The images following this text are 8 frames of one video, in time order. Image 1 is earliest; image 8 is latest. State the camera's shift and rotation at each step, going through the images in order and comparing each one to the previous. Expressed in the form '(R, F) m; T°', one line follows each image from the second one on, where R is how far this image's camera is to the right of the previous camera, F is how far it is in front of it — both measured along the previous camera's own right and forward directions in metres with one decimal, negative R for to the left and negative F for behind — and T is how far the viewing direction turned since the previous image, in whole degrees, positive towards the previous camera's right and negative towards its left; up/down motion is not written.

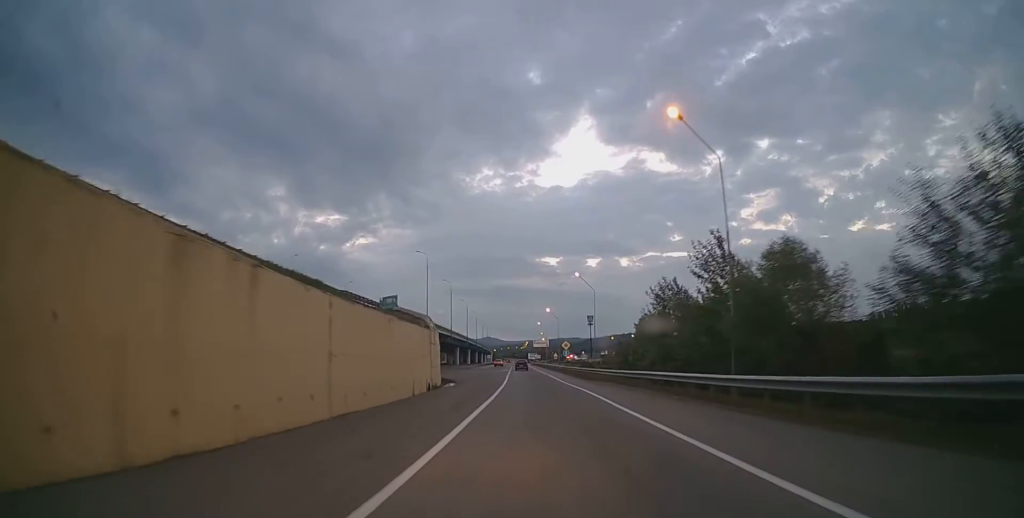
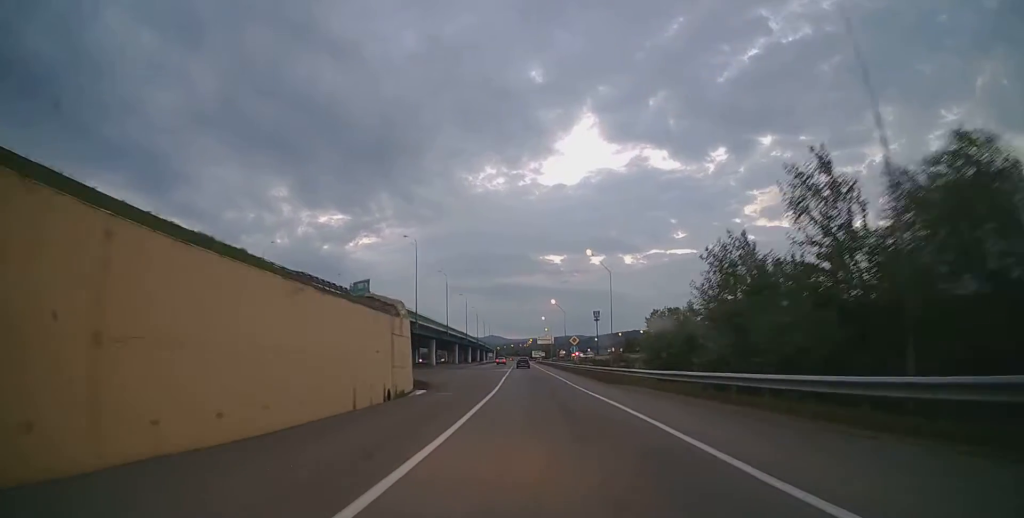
(0.0, +10.5) m; -1°
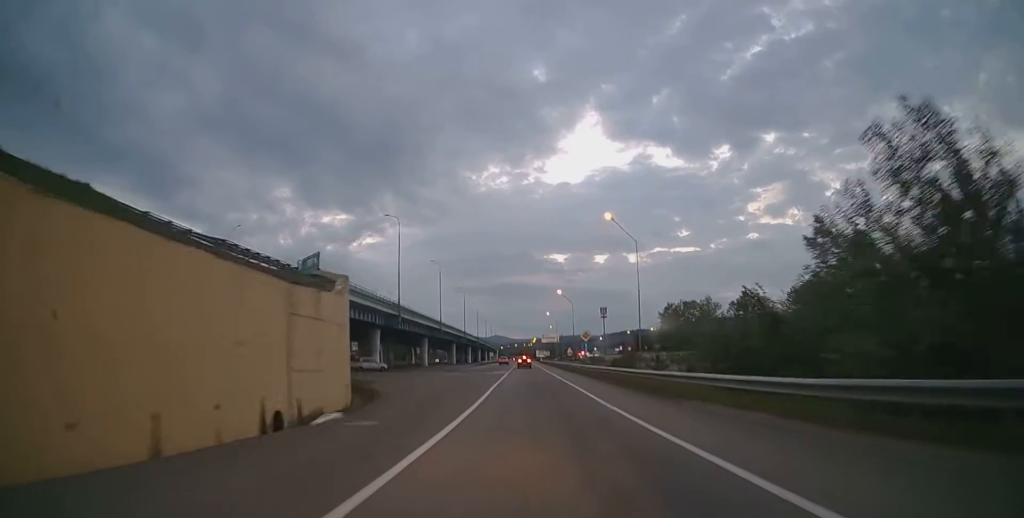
(+0.1, +11.7) m; -1°
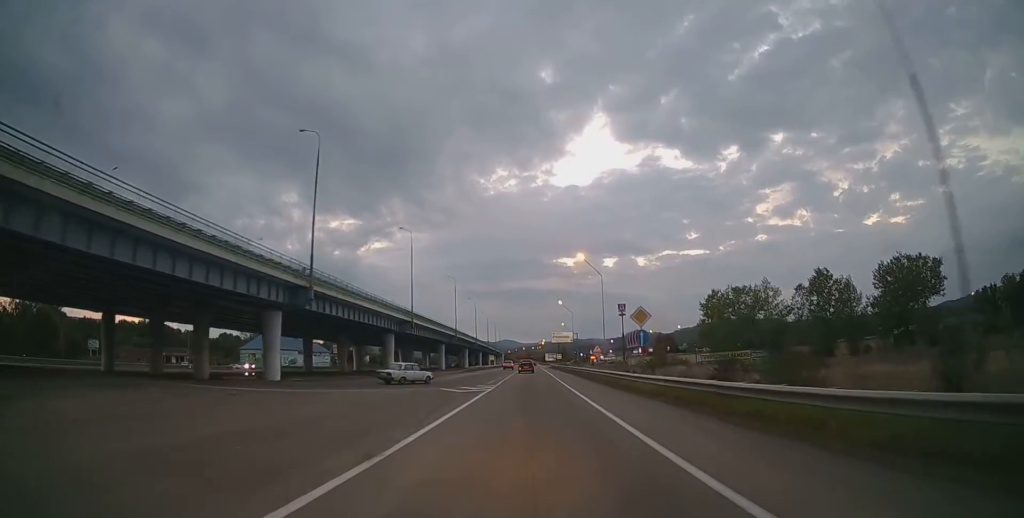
(-0.3, +28.2) m; 0°
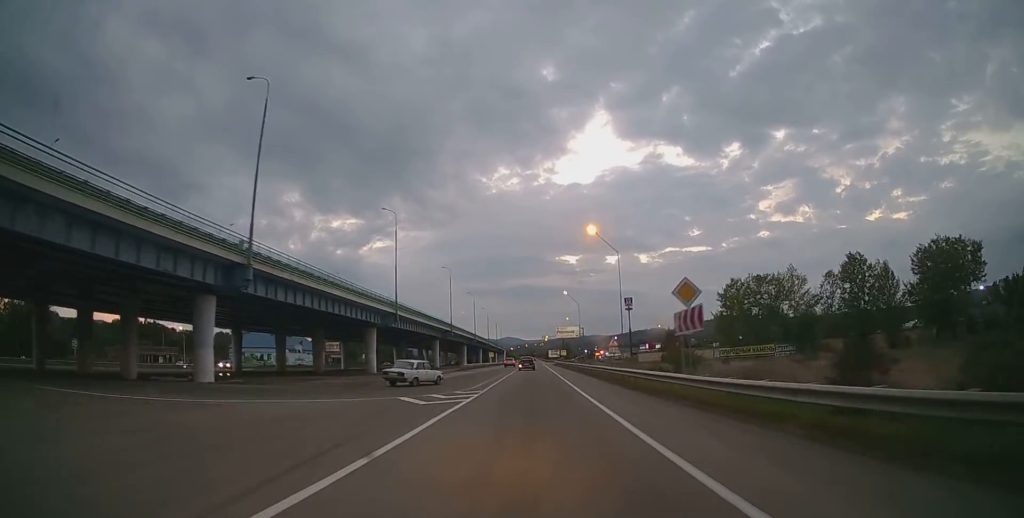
(+0.2, +9.4) m; 0°
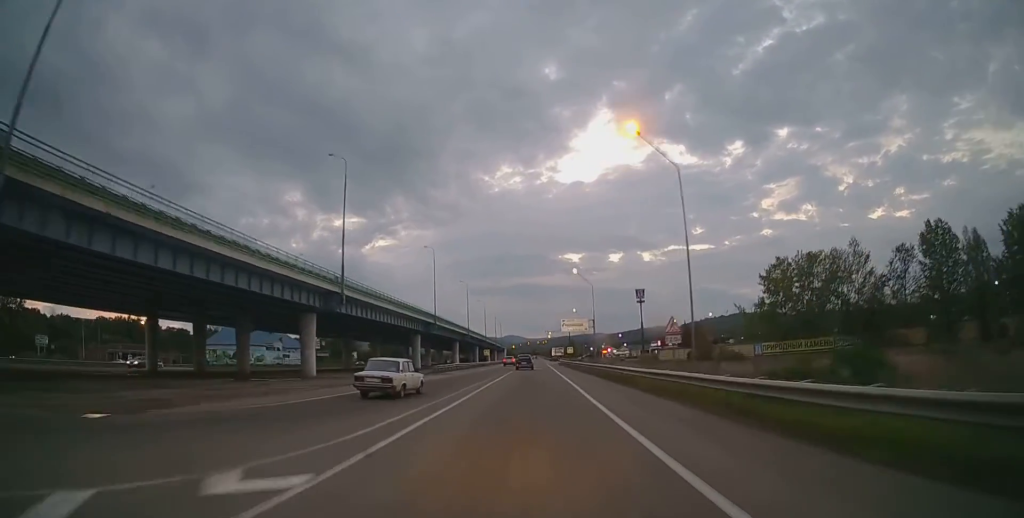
(-0.4, +18.4) m; 0°
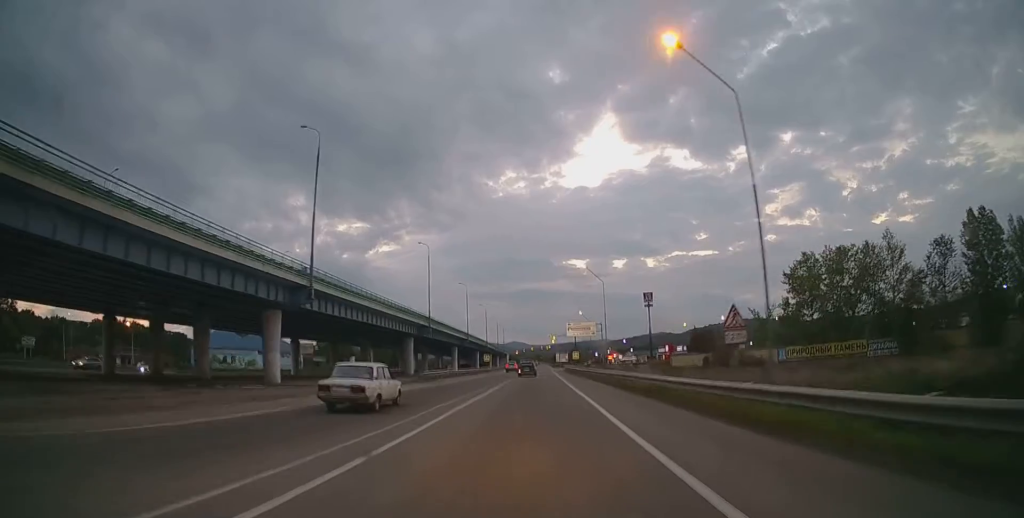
(+0.2, +7.3) m; +1°
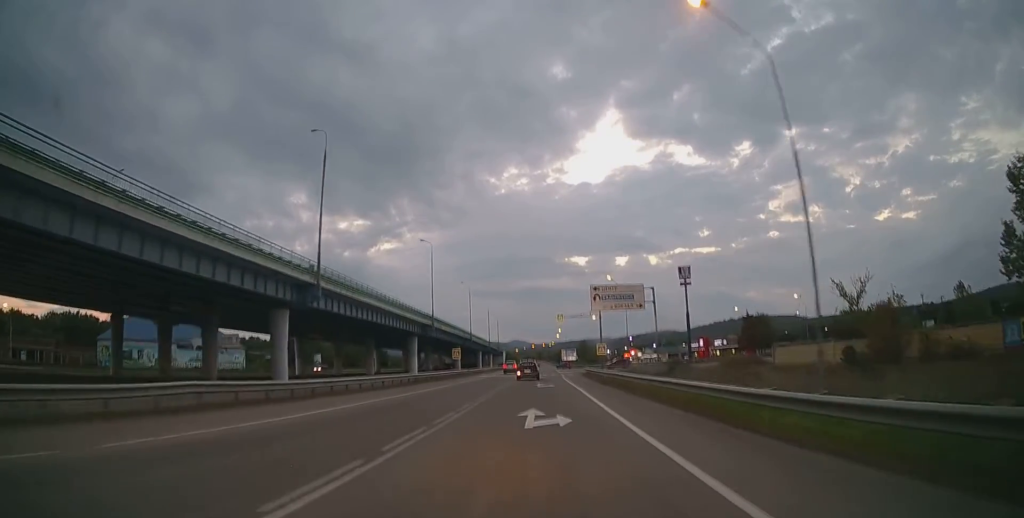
(-0.8, +41.4) m; -2°
